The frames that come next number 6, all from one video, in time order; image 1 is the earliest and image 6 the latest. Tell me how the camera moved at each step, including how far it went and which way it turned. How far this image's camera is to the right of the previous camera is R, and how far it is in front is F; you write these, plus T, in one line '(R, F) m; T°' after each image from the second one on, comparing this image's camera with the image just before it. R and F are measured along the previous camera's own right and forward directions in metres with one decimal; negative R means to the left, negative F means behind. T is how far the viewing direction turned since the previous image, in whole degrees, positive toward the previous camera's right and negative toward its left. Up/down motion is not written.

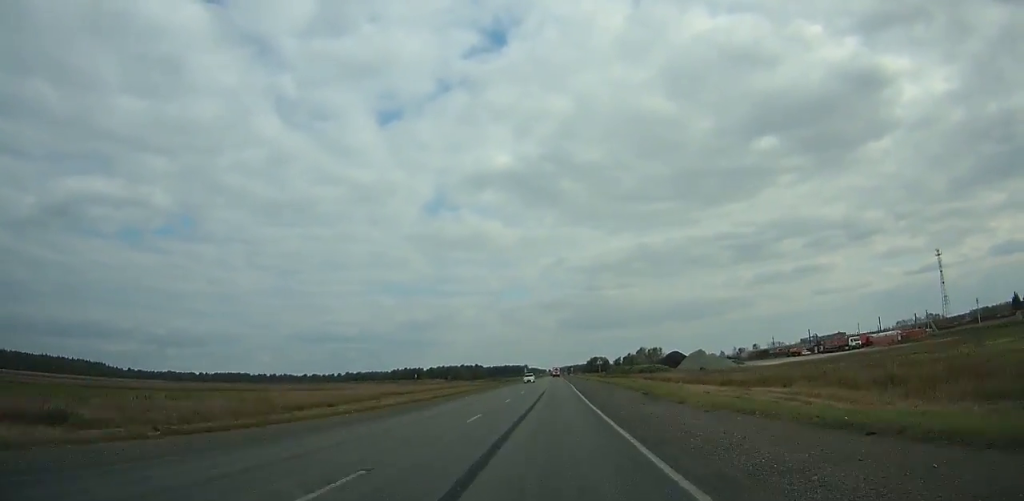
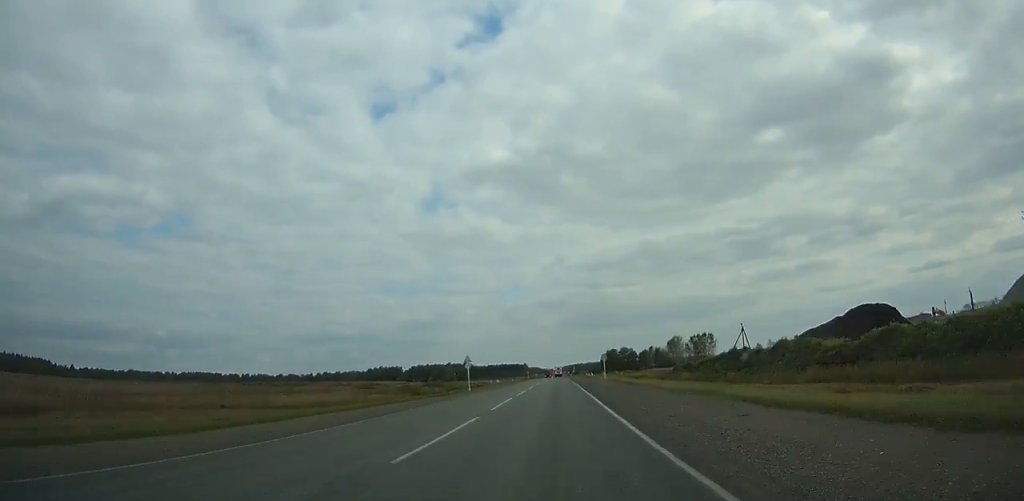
(-0.2, +124.1) m; 0°
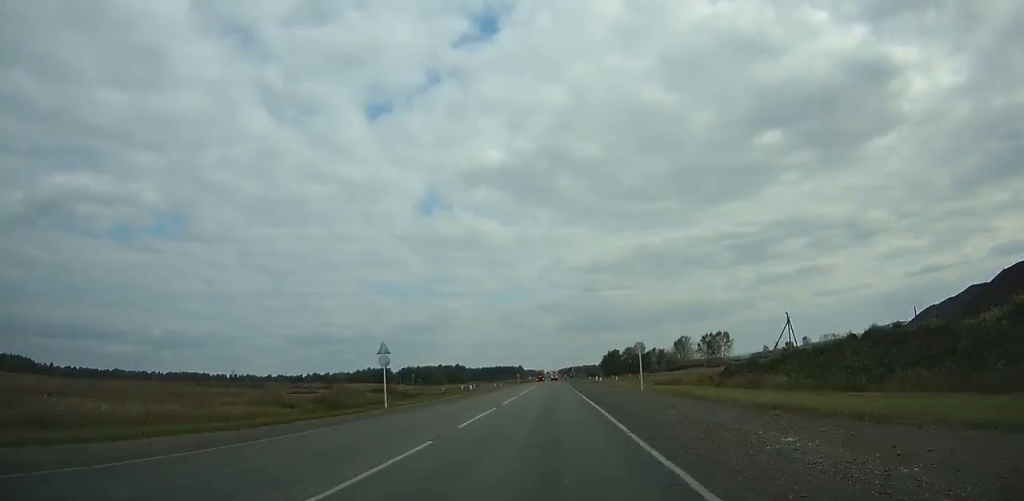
(-0.1, +30.3) m; 0°
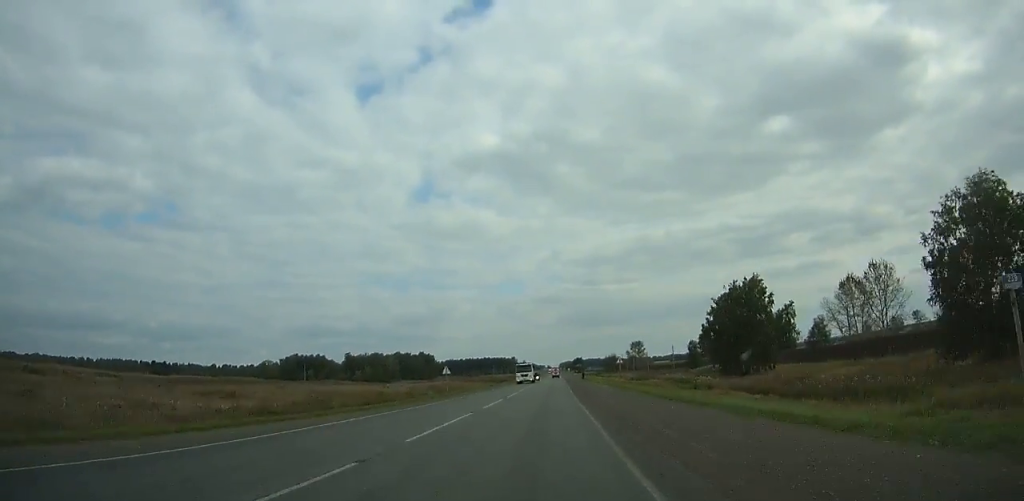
(+0.1, +187.3) m; 0°
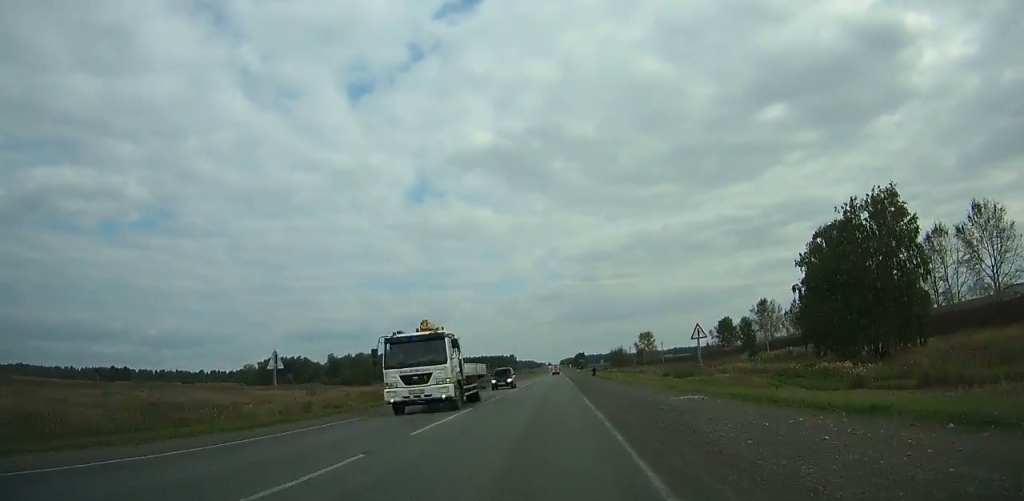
(-0.1, +35.2) m; 0°
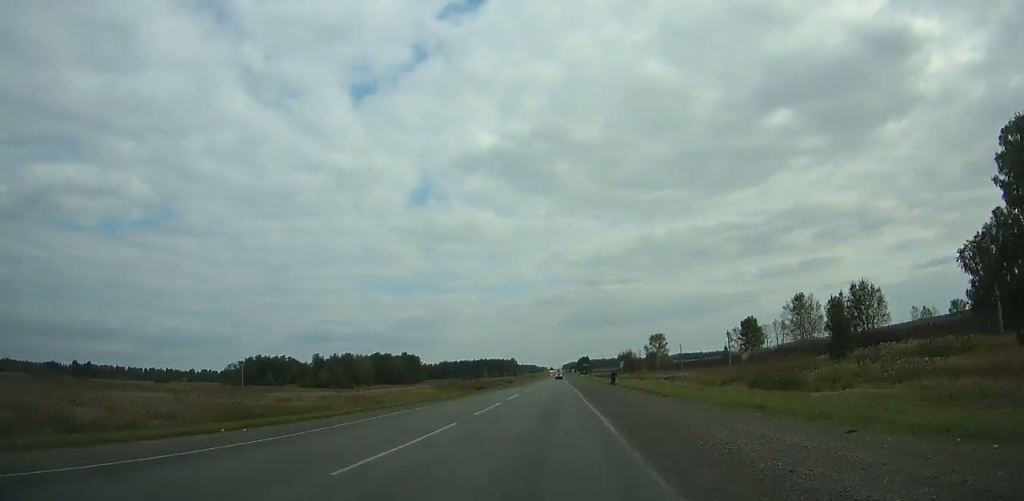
(-0.1, +28.6) m; 0°
